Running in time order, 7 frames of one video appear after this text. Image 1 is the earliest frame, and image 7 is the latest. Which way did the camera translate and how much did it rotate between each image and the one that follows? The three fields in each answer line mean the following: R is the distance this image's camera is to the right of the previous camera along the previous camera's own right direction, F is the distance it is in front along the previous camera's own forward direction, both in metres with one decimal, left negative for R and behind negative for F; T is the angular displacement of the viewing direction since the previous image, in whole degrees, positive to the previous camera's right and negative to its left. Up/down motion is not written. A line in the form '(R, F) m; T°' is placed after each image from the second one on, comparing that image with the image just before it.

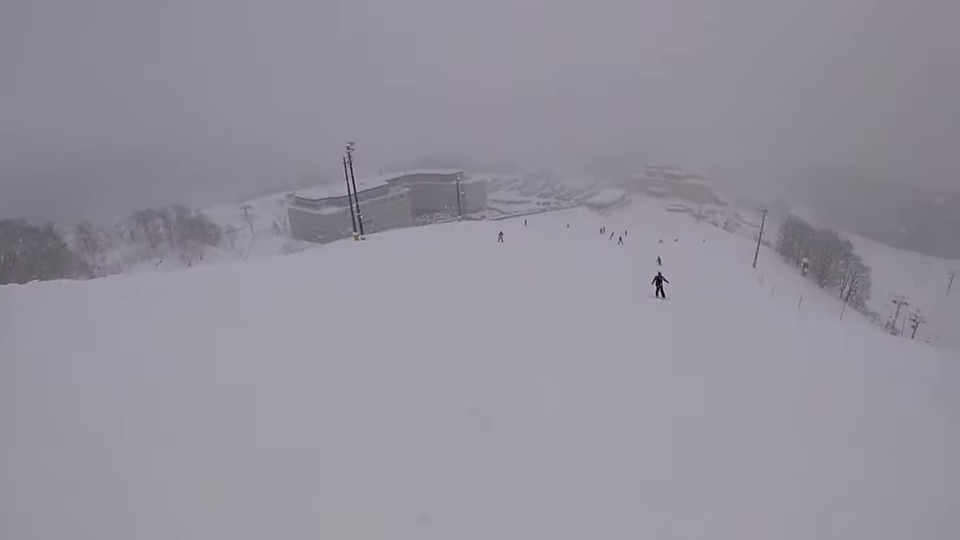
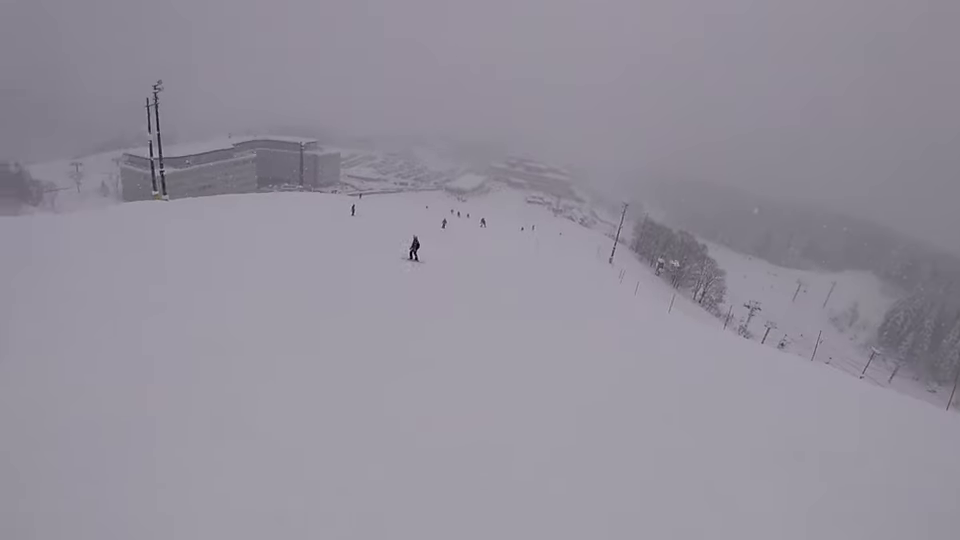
(+4.5, +8.7) m; +48°
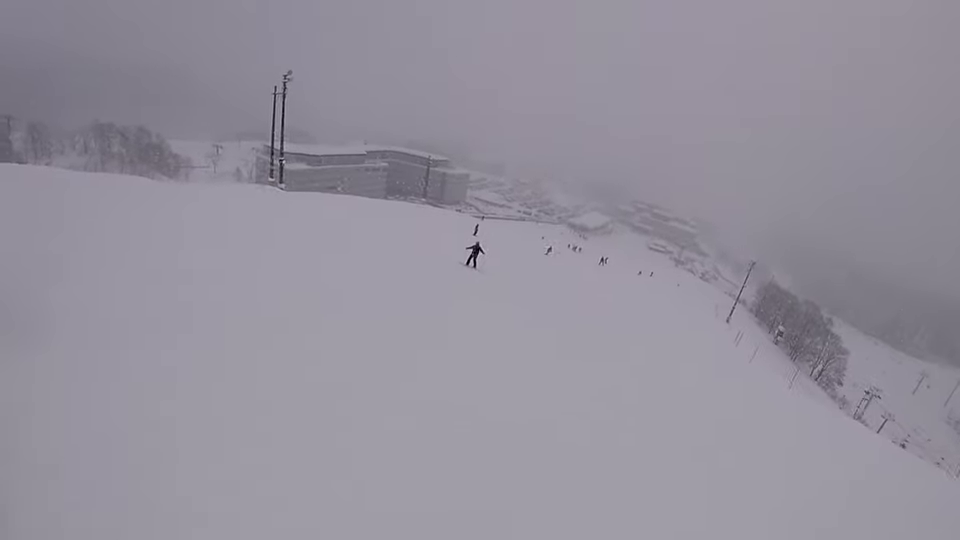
(+0.1, +2.9) m; -7°
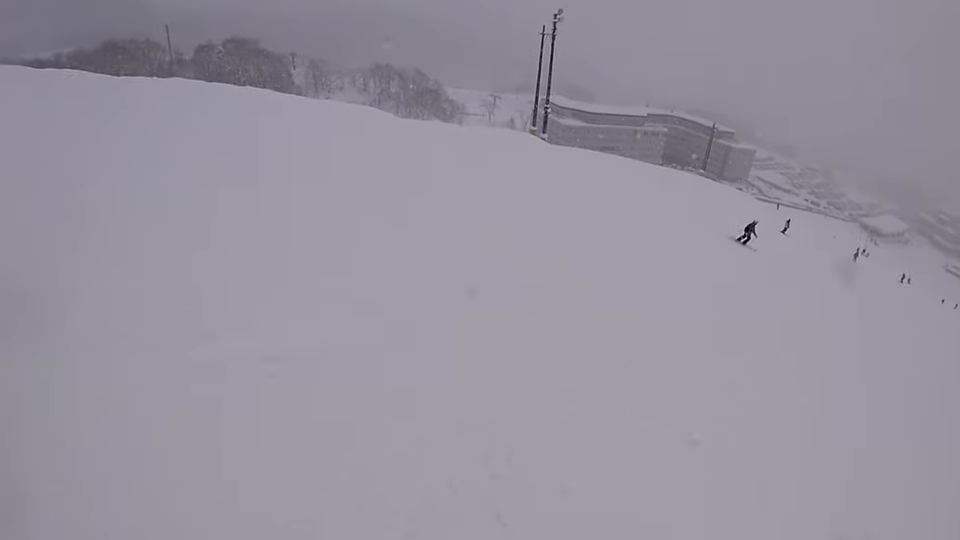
(-1.3, +5.3) m; -33°
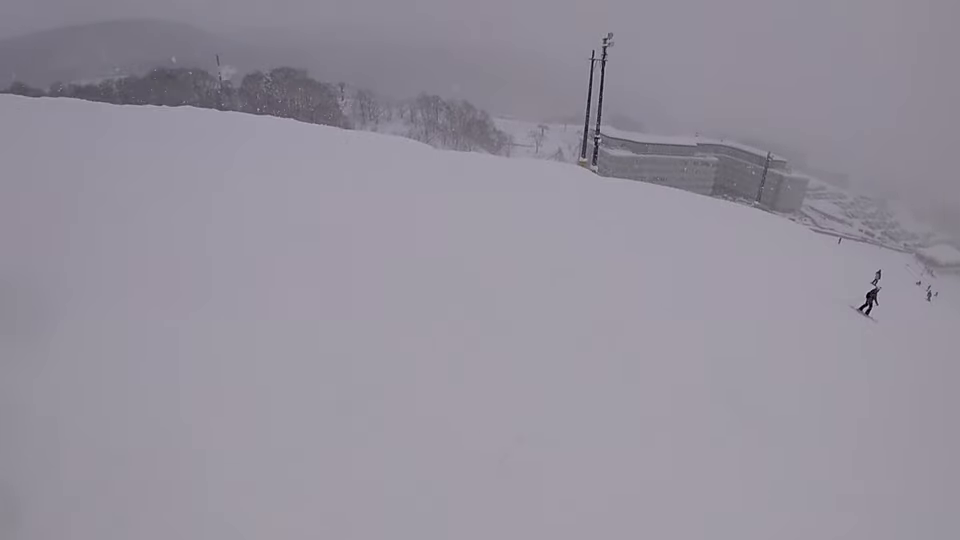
(-0.8, +3.8) m; -26°
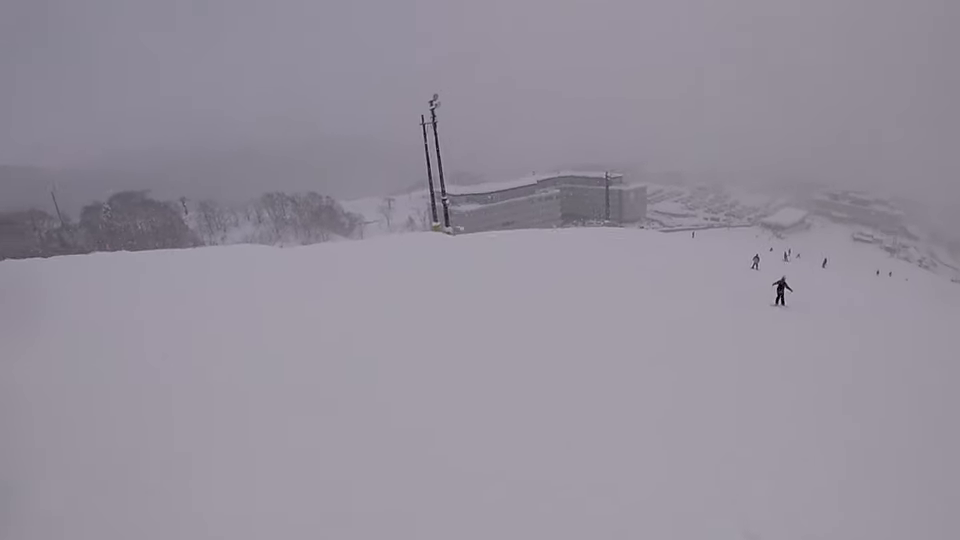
(-0.6, +2.4) m; +9°
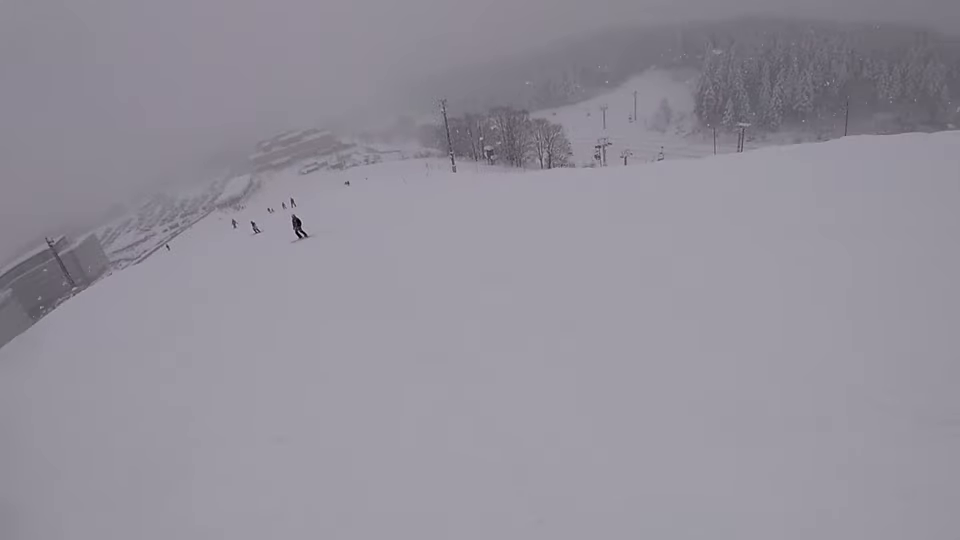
(+1.8, +5.5) m; +44°
